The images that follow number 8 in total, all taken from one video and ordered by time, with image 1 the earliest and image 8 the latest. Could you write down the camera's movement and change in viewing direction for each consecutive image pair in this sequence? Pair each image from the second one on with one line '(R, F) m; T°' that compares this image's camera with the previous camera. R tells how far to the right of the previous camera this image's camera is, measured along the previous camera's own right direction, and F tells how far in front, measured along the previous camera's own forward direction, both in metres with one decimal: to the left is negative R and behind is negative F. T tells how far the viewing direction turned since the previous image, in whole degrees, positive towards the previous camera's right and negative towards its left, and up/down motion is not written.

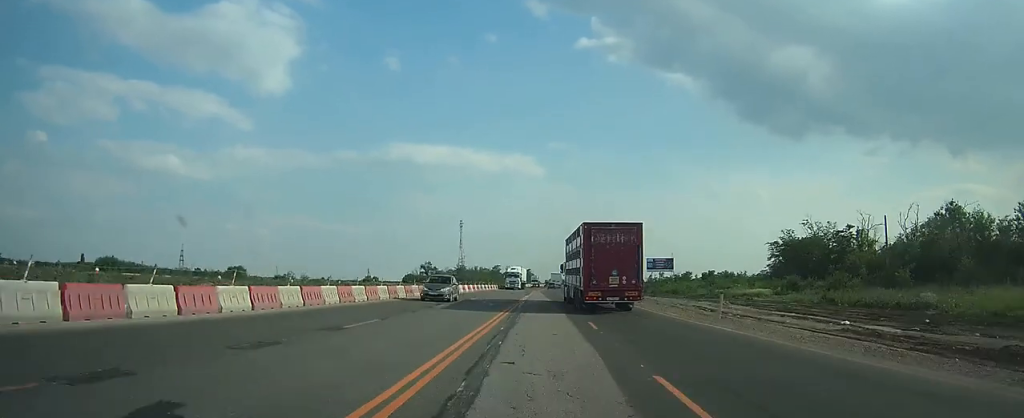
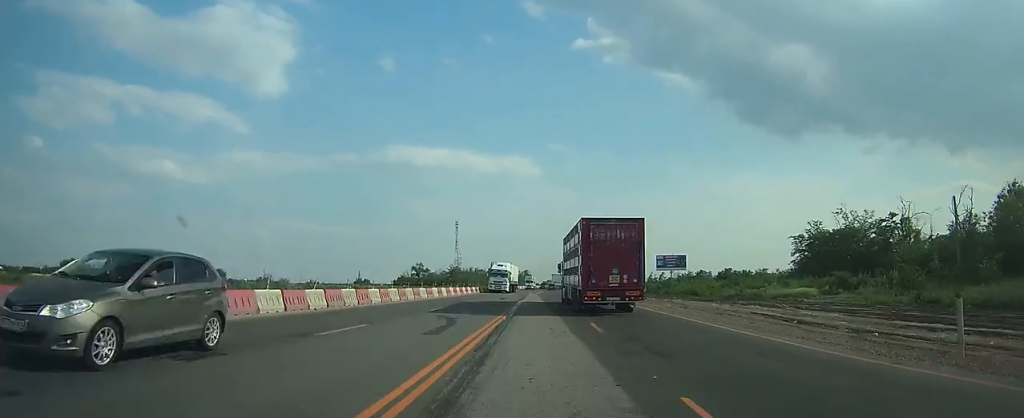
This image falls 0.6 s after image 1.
(-0.1, +13.5) m; 0°
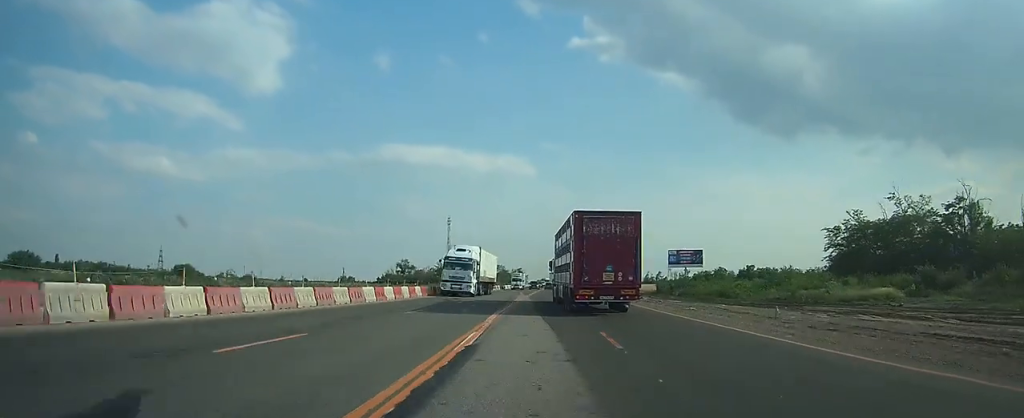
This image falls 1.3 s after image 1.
(0.0, +16.1) m; 0°
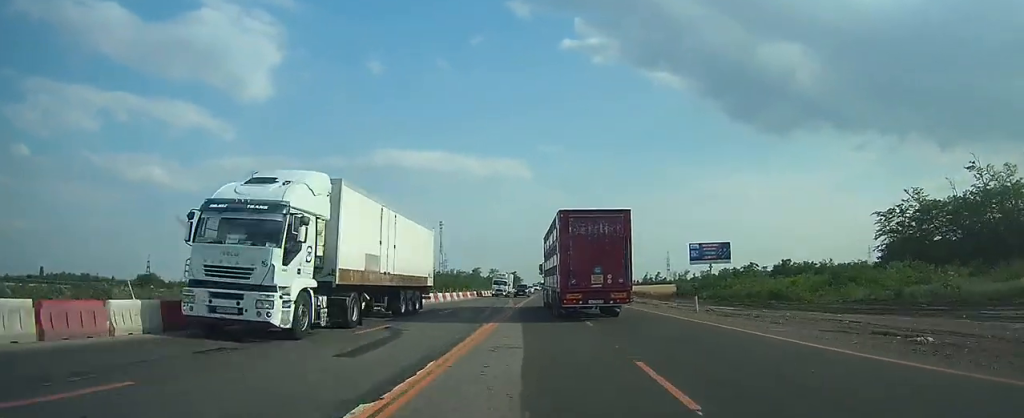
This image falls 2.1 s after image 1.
(0.0, +17.3) m; 0°
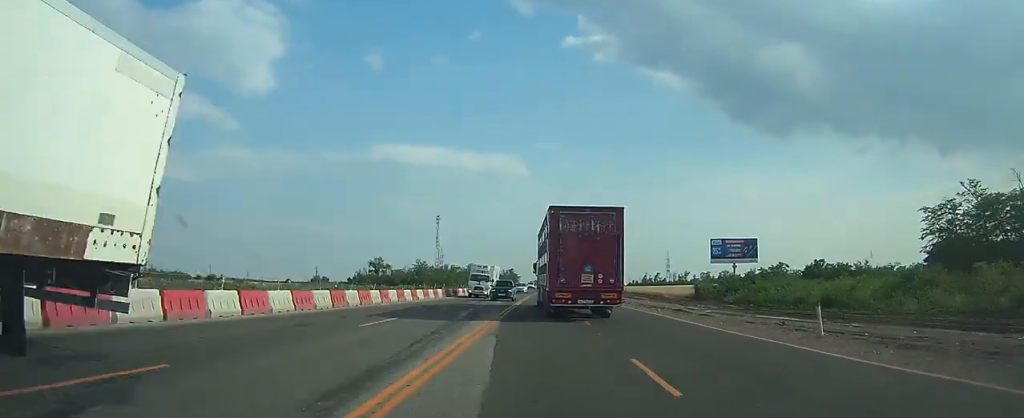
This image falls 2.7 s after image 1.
(0.0, +11.4) m; 0°
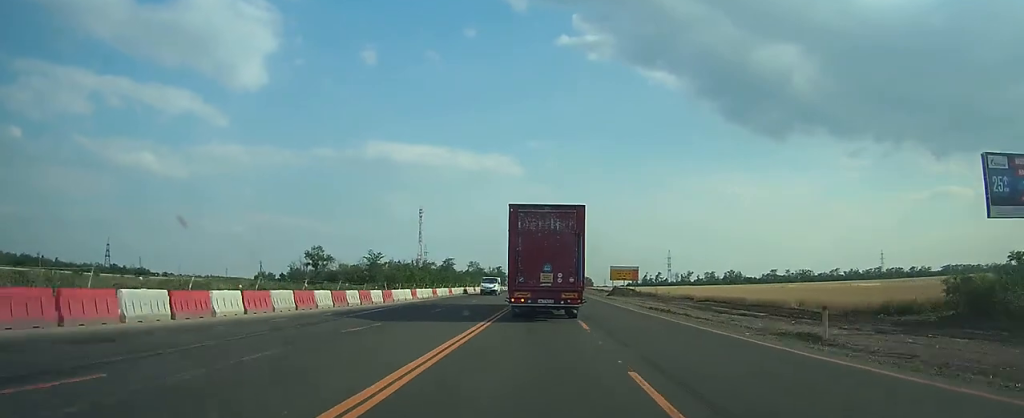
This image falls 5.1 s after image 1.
(+0.7, +50.8) m; +2°
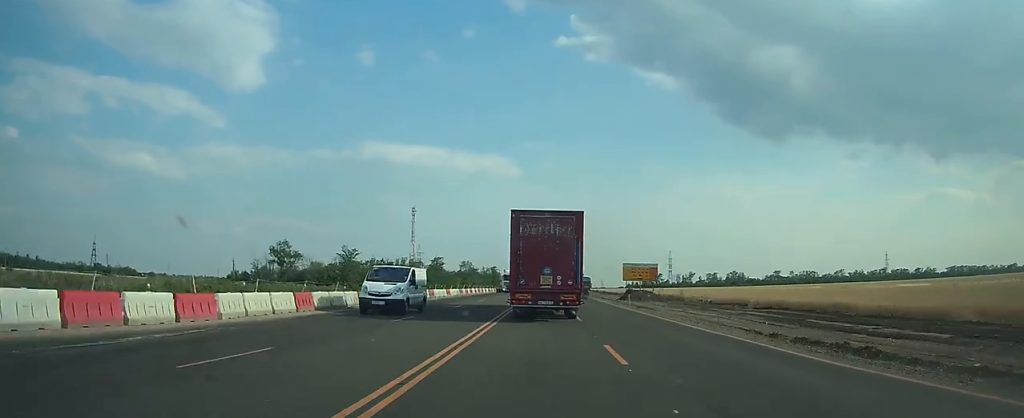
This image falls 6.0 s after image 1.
(+0.1, +20.1) m; +1°
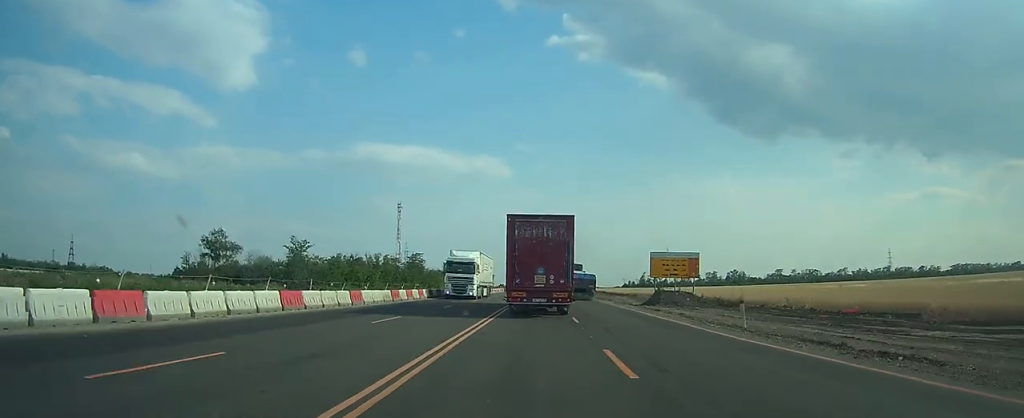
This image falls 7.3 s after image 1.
(+0.2, +26.7) m; +1°
